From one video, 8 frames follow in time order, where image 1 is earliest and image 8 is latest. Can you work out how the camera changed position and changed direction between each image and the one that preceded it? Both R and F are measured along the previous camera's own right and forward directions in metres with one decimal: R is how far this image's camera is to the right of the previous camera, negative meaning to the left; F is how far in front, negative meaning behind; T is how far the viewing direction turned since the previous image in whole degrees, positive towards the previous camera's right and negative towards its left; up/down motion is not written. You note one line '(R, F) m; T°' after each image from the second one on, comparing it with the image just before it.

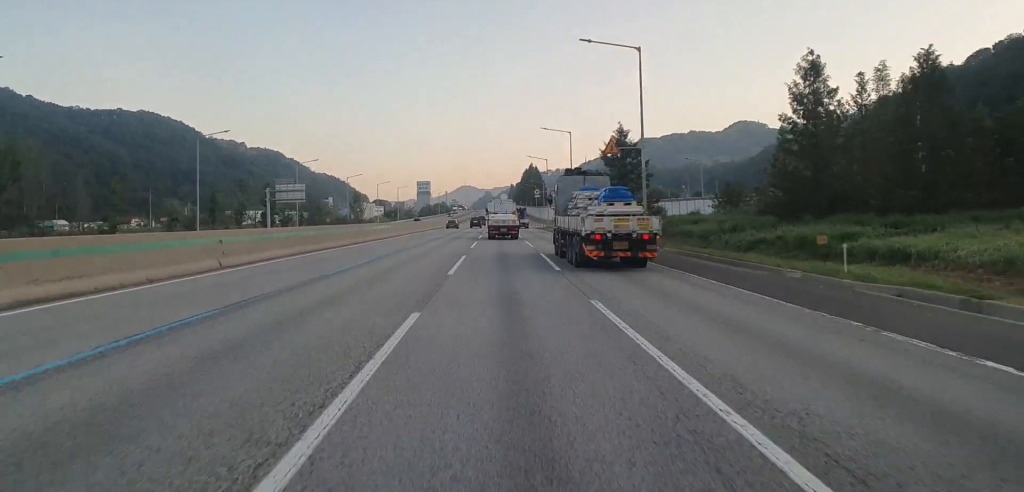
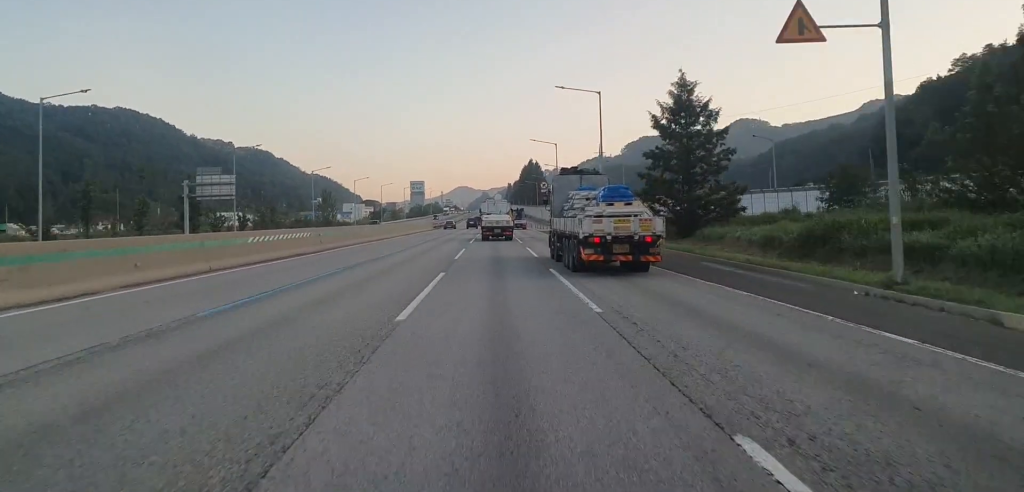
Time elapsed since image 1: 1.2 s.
(0.0, +30.5) m; 0°
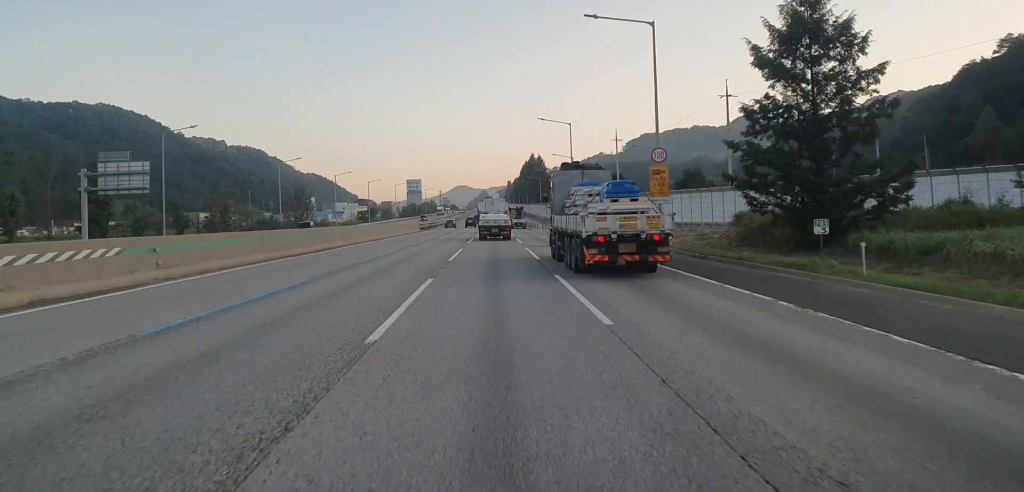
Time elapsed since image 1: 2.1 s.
(0.0, +22.3) m; 0°
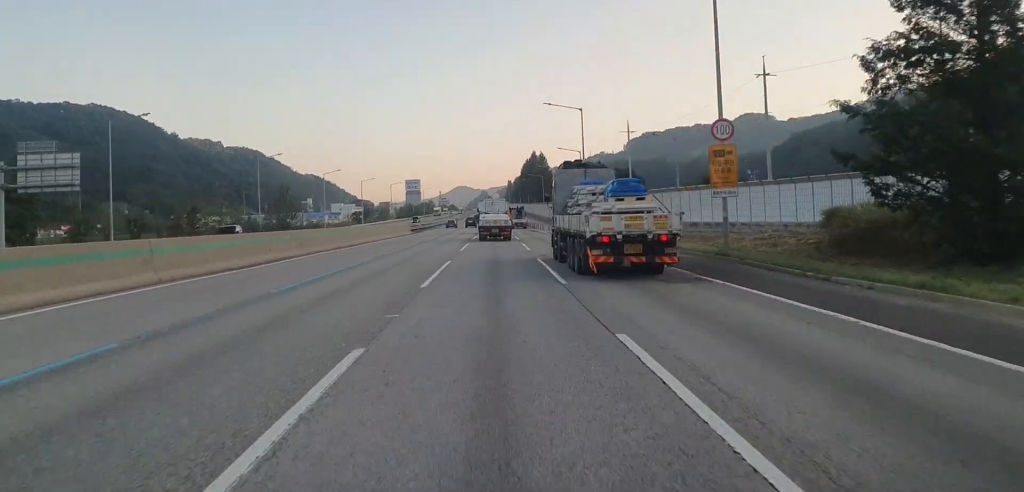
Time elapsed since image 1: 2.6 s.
(0.0, +11.6) m; 0°
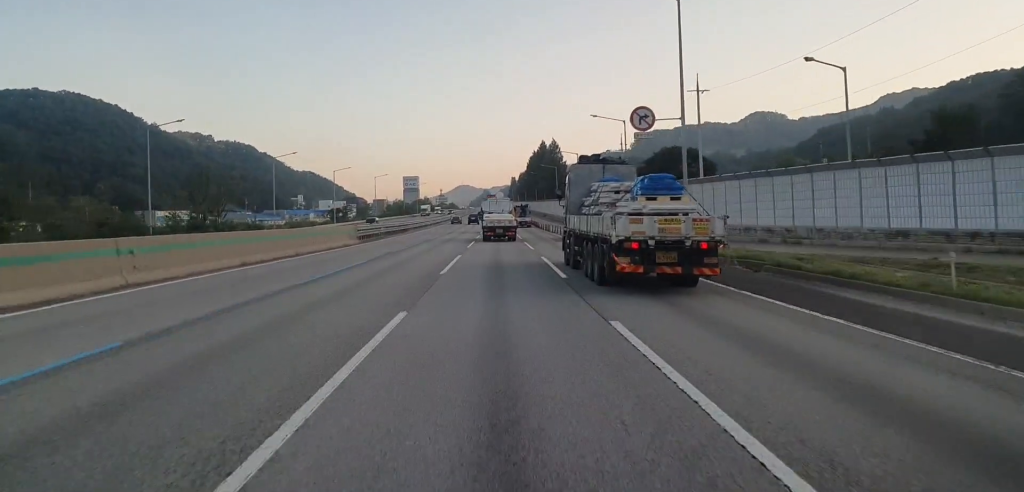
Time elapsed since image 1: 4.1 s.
(-0.1, +38.3) m; 0°
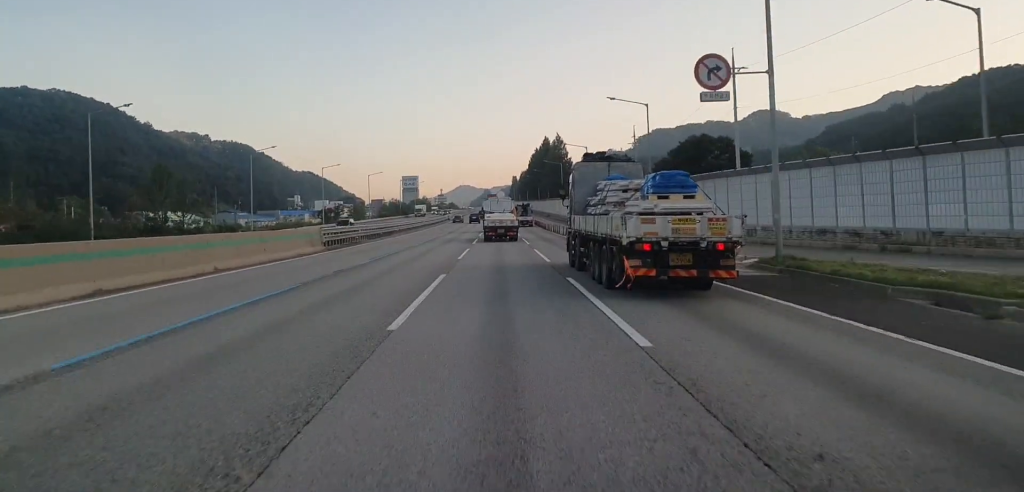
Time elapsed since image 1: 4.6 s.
(0.0, +11.7) m; 0°
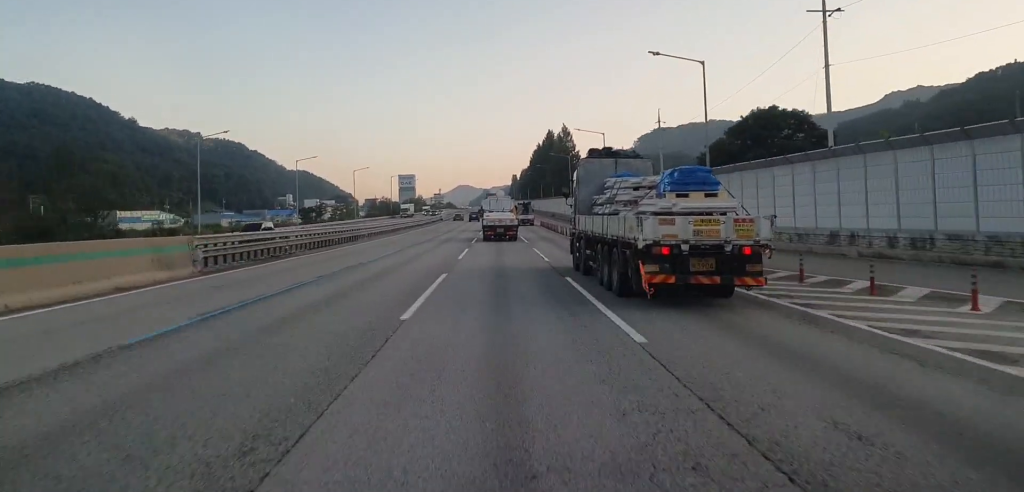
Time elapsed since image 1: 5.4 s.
(0.0, +19.3) m; 0°
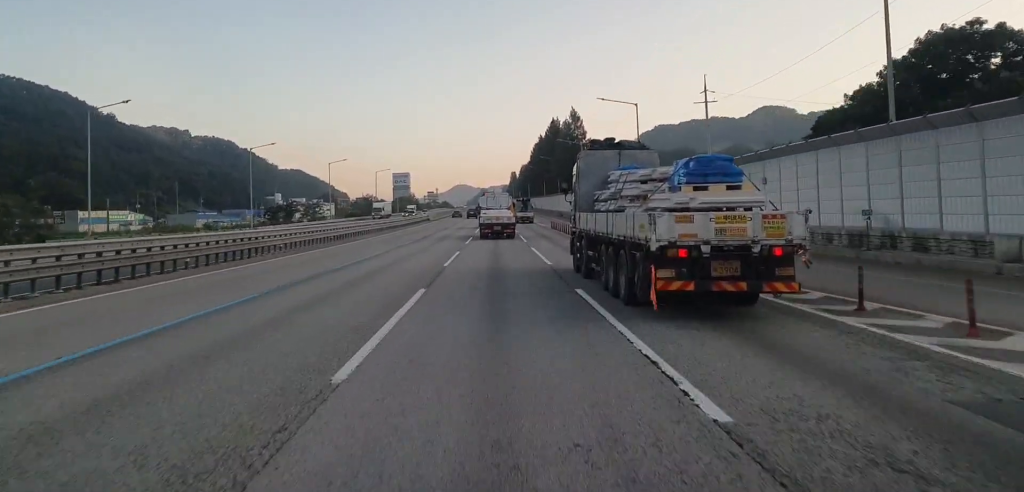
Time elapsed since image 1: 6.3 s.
(0.0, +24.2) m; 0°
